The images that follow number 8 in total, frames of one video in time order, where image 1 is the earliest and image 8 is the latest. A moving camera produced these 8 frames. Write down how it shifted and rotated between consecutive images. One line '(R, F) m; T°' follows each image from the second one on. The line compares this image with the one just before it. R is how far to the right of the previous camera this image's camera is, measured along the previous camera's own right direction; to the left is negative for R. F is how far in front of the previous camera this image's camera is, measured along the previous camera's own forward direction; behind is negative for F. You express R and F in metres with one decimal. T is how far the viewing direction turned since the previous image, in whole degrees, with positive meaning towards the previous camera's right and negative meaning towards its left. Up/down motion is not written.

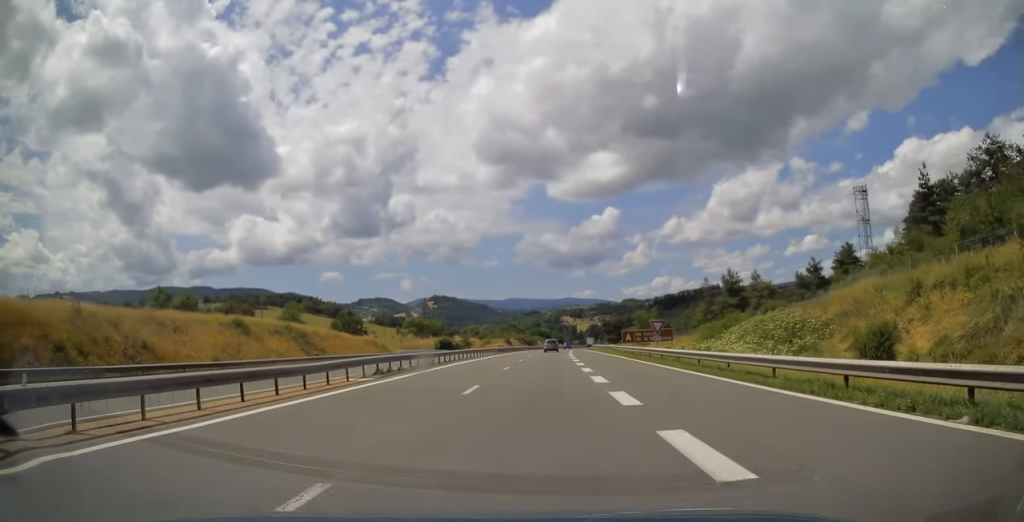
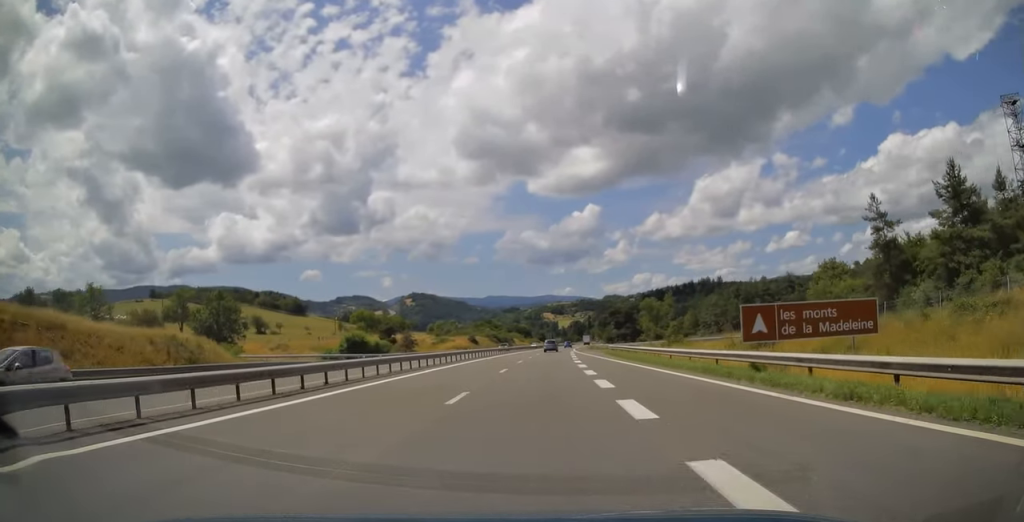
(+1.2, +53.9) m; +2°
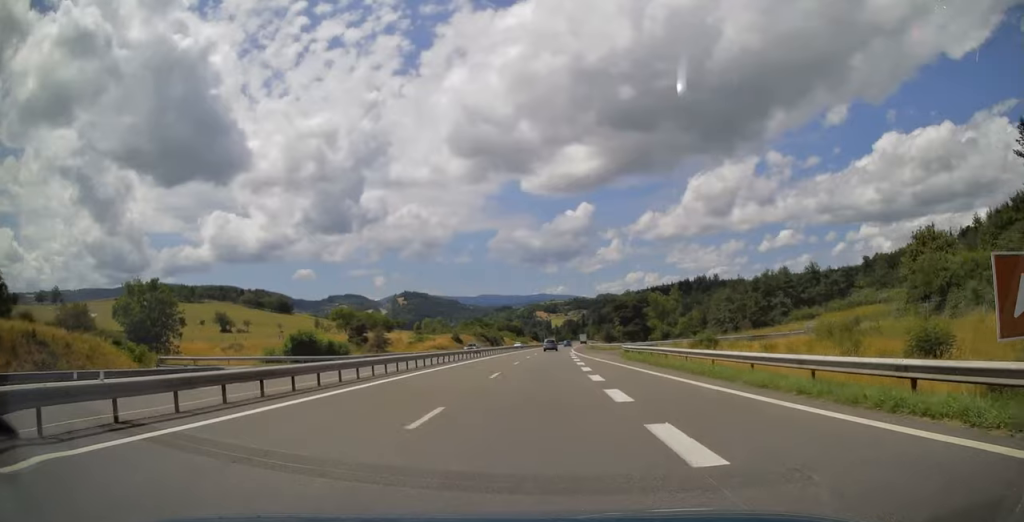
(+0.2, +16.6) m; +1°
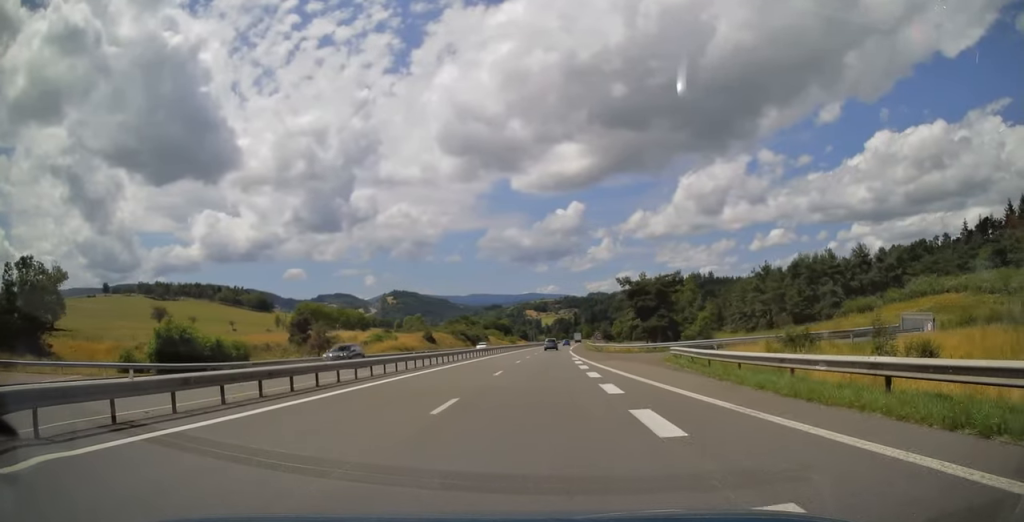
(+0.1, +23.9) m; 0°
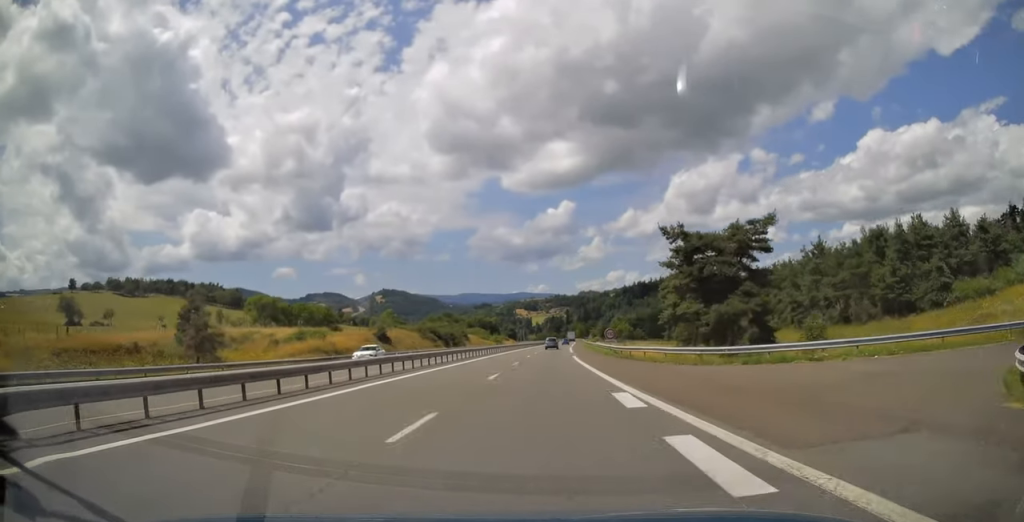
(+0.1, +28.7) m; +1°
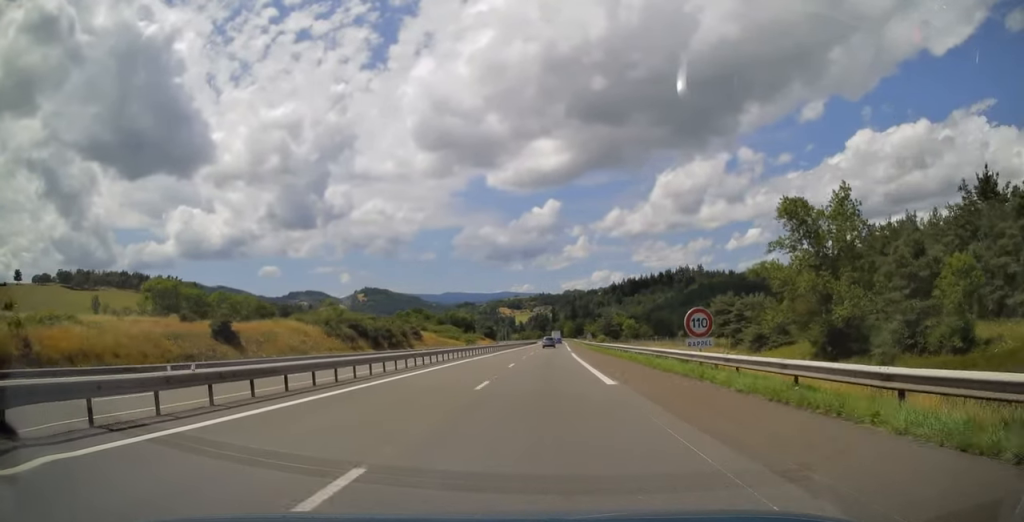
(+1.2, +43.4) m; +2°
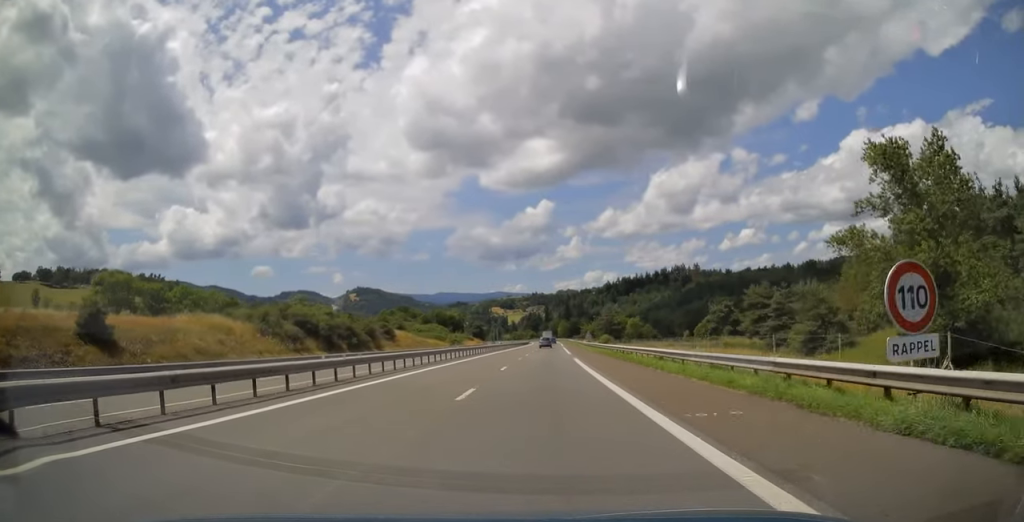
(0.0, +15.7) m; 0°
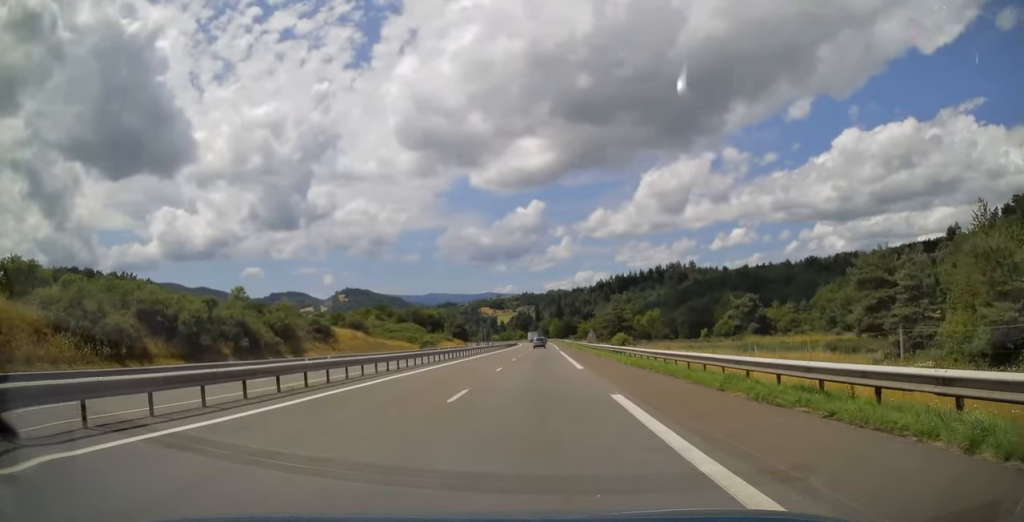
(0.0, +25.9) m; 0°
